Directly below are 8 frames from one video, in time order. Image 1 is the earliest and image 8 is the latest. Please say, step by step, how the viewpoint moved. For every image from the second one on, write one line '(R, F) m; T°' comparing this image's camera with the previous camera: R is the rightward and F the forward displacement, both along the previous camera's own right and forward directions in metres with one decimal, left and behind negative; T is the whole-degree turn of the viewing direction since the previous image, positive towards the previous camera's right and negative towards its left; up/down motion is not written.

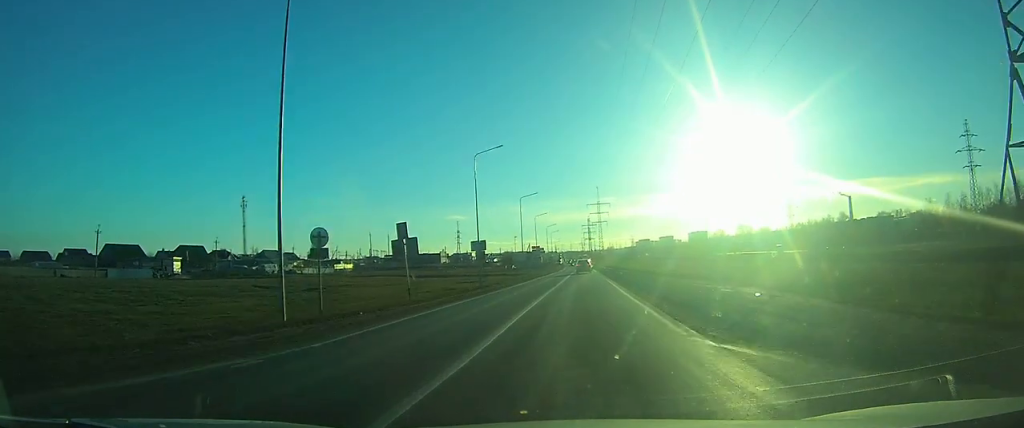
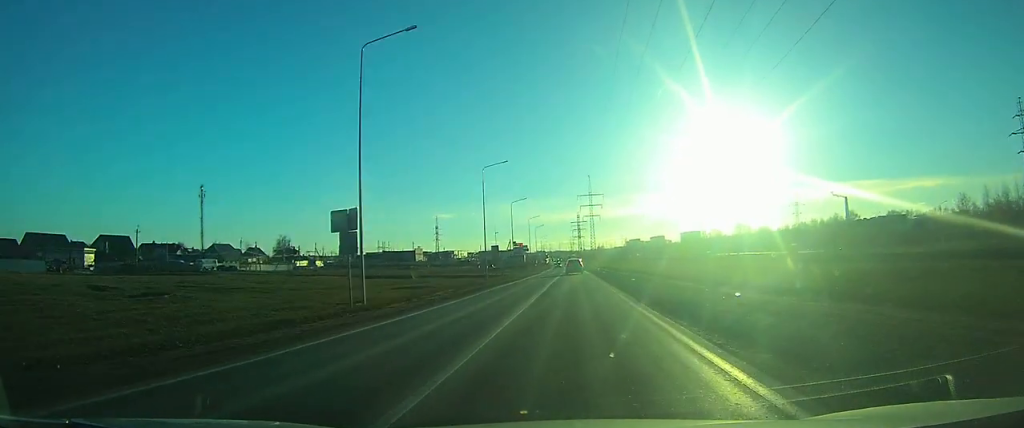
(0.0, +26.7) m; 0°
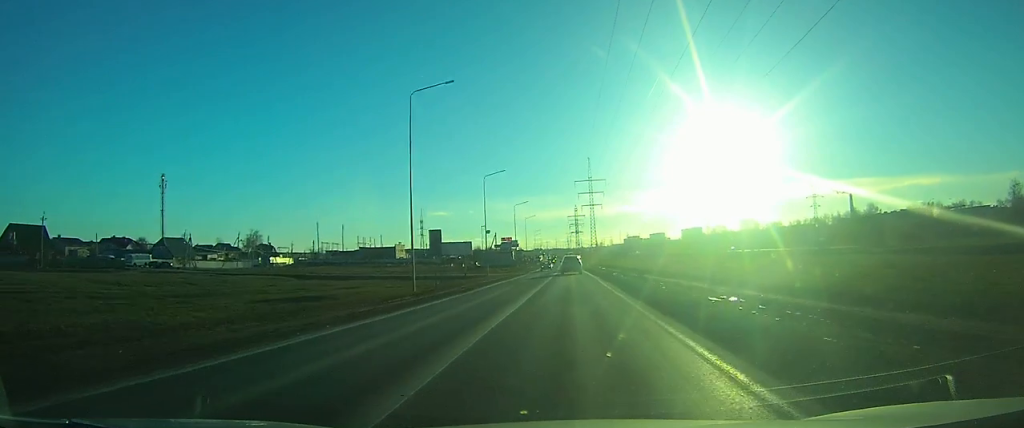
(0.0, +26.9) m; 0°
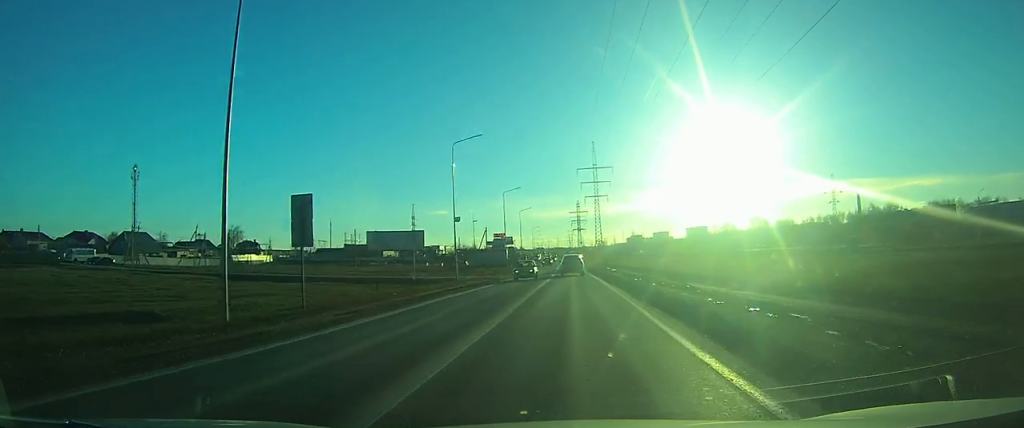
(0.0, +21.1) m; 0°
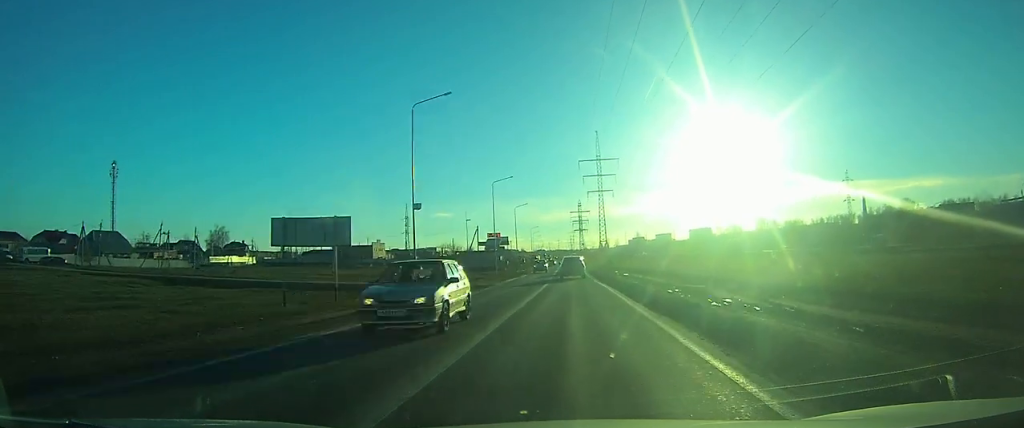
(0.0, +15.2) m; 0°
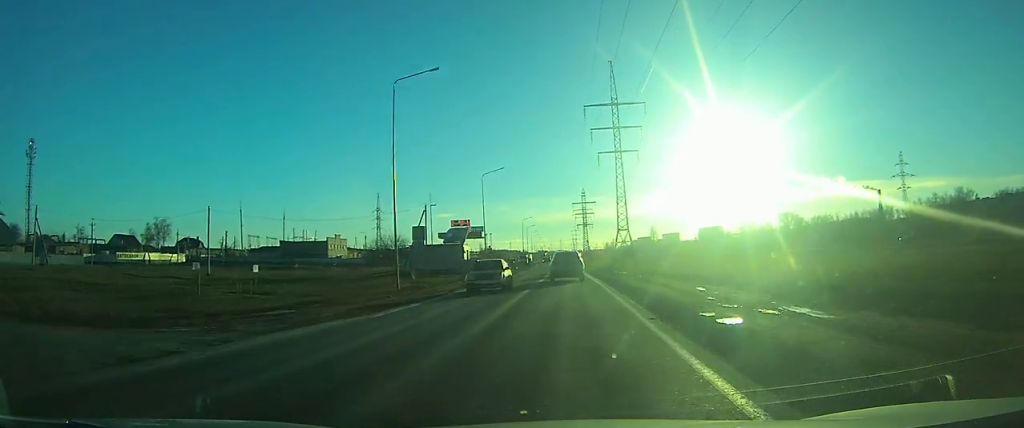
(+0.1, +44.1) m; 0°
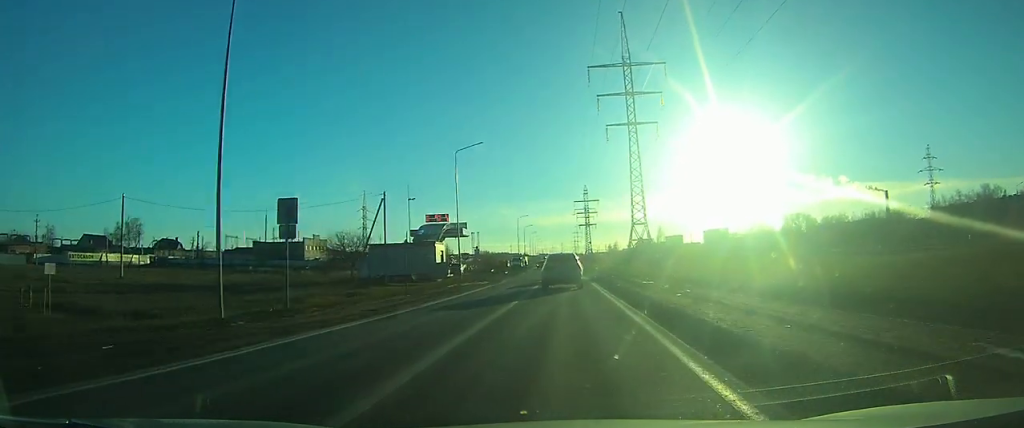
(0.0, +16.7) m; 0°
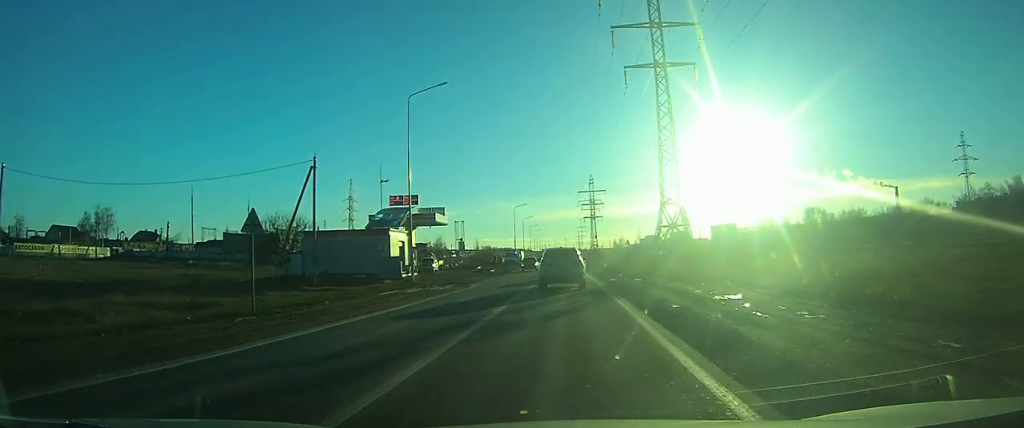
(-0.2, +17.2) m; -1°
